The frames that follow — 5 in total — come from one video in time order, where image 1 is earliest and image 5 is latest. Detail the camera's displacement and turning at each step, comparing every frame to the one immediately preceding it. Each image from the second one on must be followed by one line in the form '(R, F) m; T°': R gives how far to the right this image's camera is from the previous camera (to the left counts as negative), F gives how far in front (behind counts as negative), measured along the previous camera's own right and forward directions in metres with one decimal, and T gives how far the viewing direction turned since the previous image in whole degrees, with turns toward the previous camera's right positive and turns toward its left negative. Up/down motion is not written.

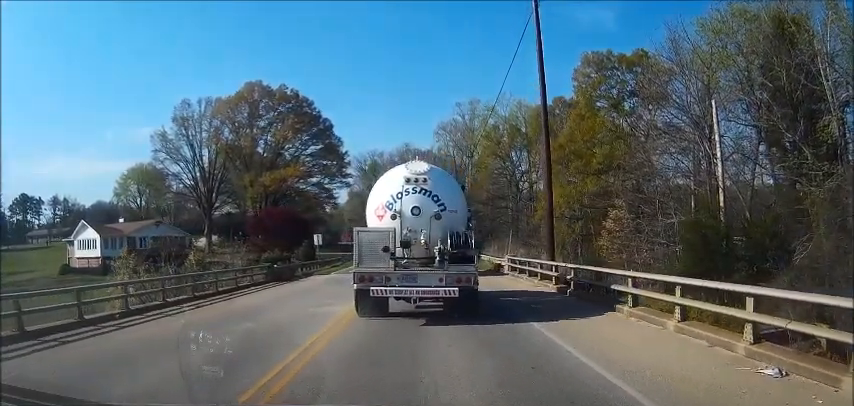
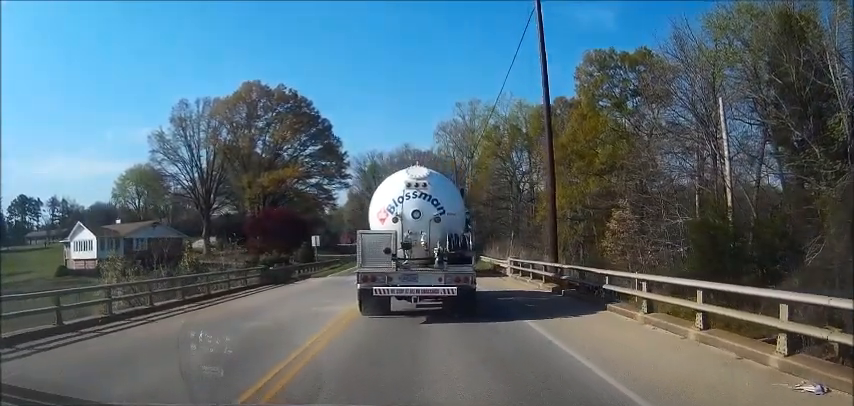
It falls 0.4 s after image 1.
(0.0, +1.2) m; -2°
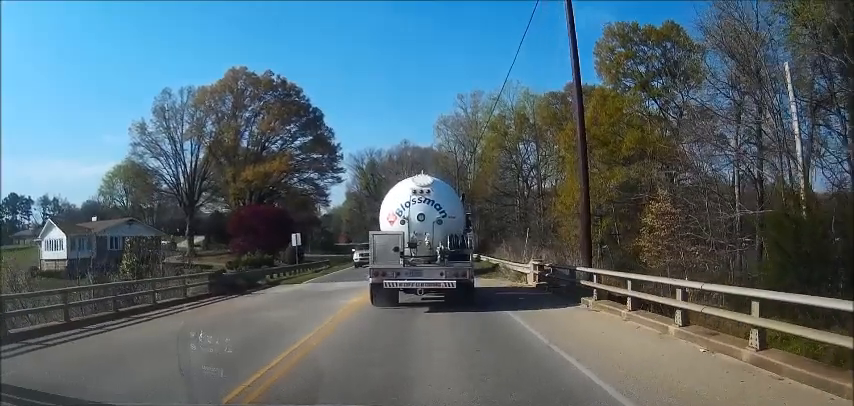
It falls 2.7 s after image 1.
(-0.2, +7.2) m; 0°
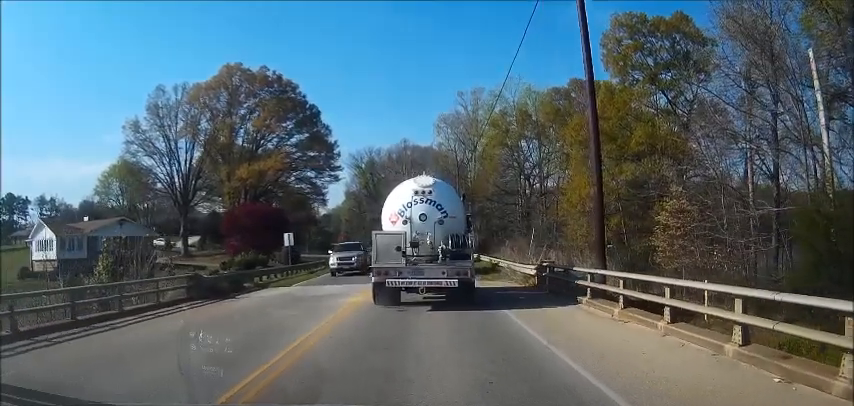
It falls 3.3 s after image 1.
(0.0, +2.3) m; -1°
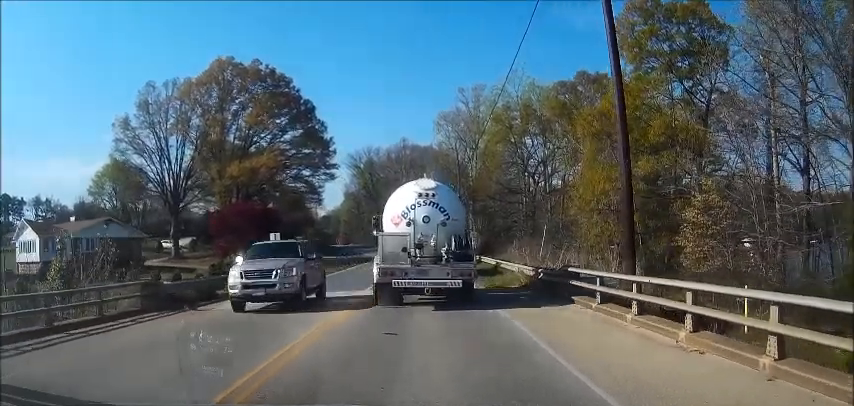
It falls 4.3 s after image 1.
(-0.1, +3.6) m; -2°
